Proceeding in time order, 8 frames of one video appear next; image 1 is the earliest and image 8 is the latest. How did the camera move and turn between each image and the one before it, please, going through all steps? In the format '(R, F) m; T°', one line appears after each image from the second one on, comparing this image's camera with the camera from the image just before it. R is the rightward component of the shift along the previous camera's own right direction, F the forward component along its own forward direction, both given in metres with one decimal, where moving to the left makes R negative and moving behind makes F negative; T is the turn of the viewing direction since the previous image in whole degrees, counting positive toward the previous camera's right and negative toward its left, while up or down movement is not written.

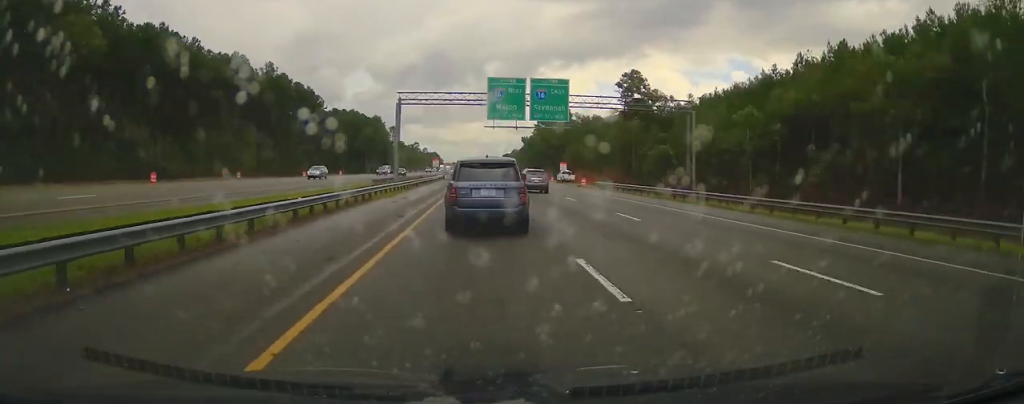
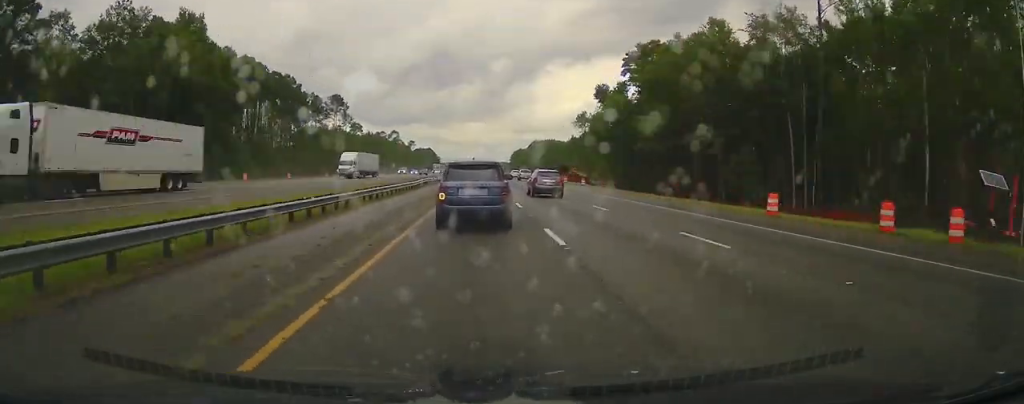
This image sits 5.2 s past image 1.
(+0.2, +158.4) m; 0°
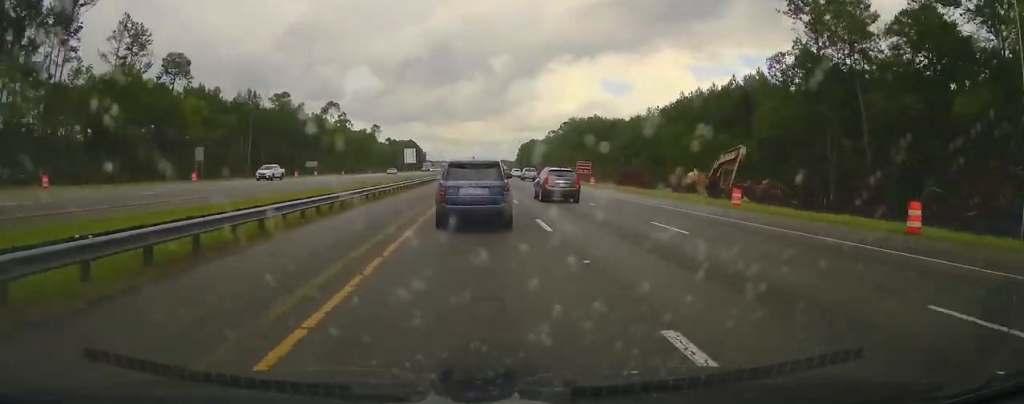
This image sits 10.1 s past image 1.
(-0.6, +145.5) m; 0°
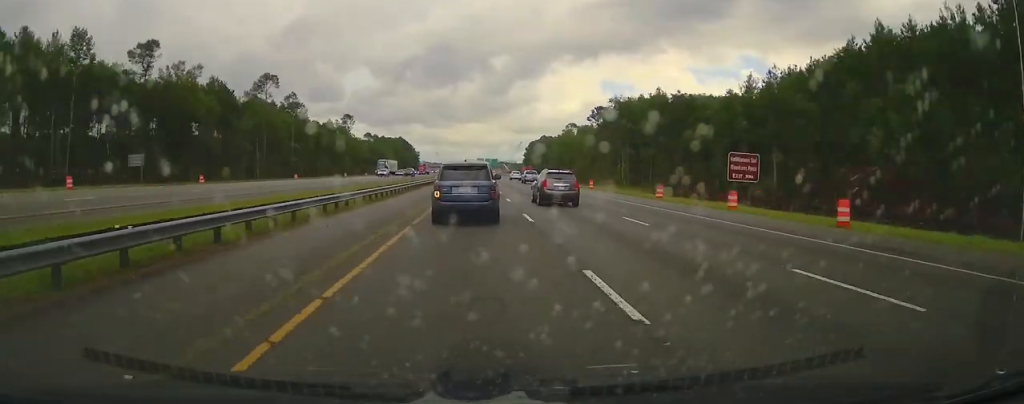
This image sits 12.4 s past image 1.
(+0.3, +64.1) m; 0°
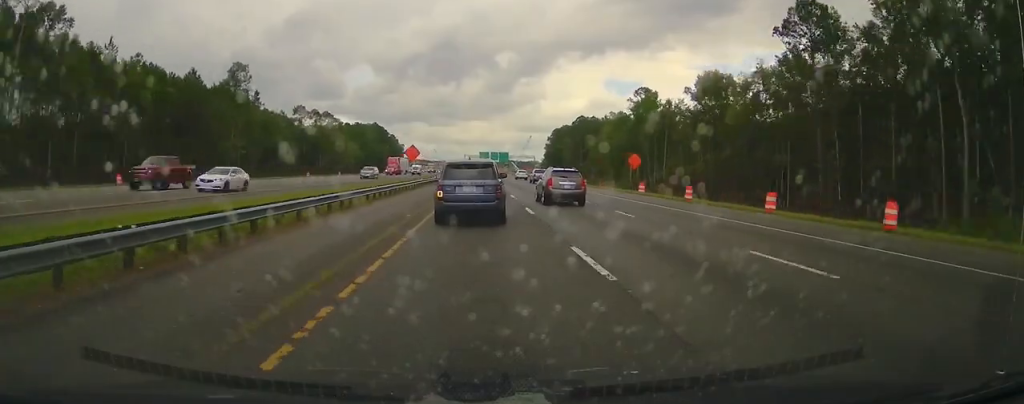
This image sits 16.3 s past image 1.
(+0.2, +105.8) m; 0°
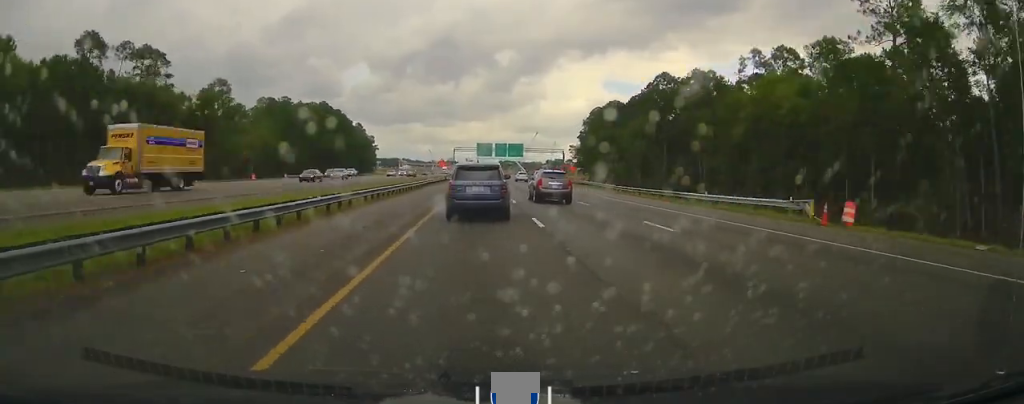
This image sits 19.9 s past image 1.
(0.0, +92.4) m; 0°
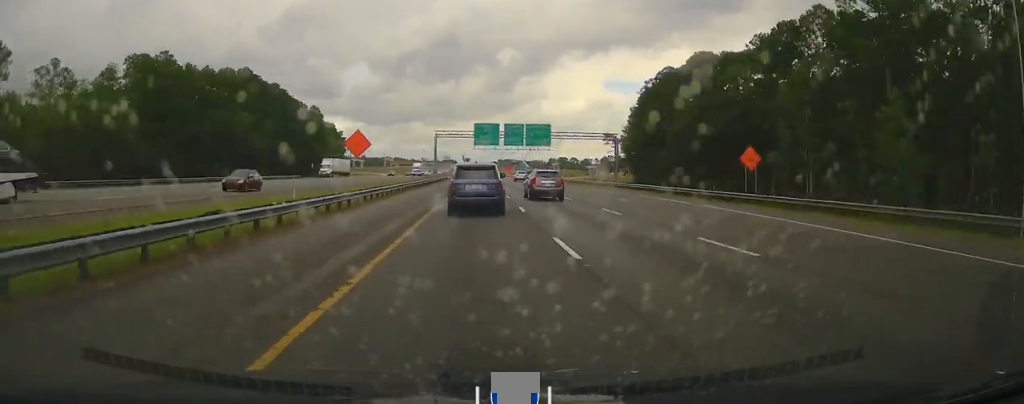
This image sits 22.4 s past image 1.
(+0.1, +61.8) m; 0°
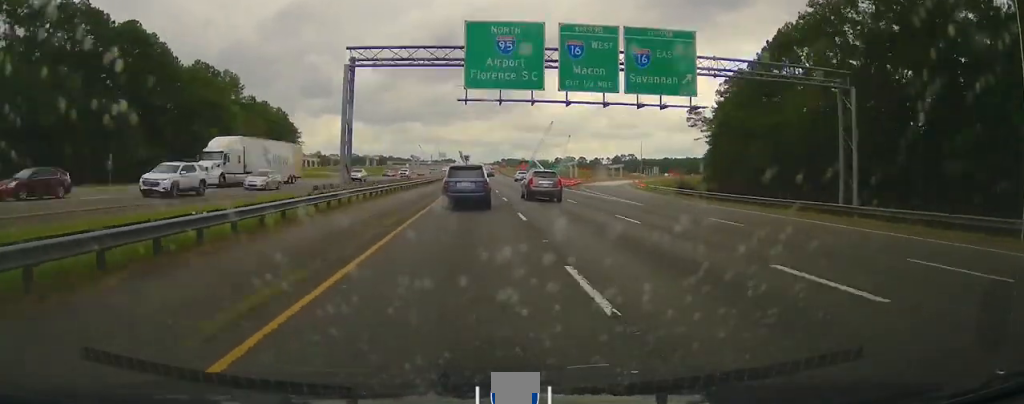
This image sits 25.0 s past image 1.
(+0.1, +54.6) m; 0°
